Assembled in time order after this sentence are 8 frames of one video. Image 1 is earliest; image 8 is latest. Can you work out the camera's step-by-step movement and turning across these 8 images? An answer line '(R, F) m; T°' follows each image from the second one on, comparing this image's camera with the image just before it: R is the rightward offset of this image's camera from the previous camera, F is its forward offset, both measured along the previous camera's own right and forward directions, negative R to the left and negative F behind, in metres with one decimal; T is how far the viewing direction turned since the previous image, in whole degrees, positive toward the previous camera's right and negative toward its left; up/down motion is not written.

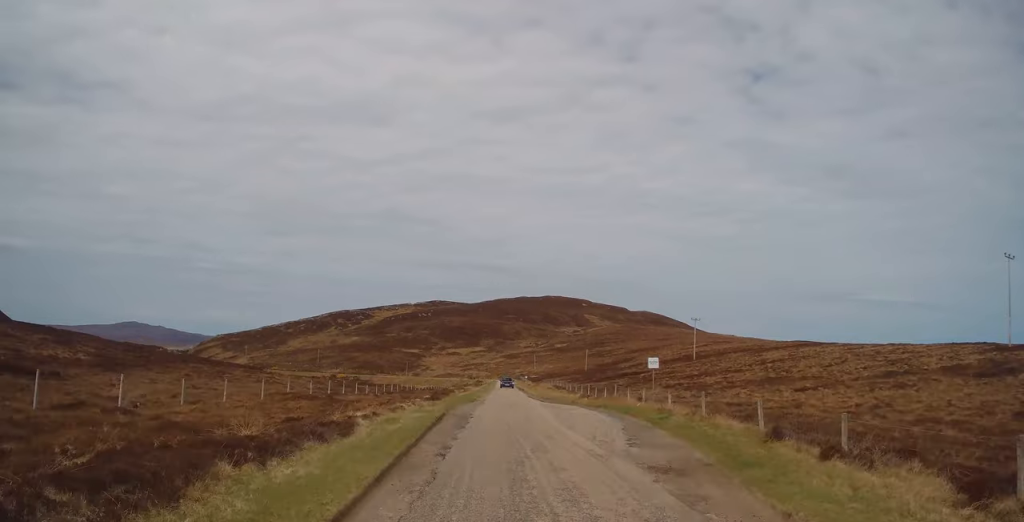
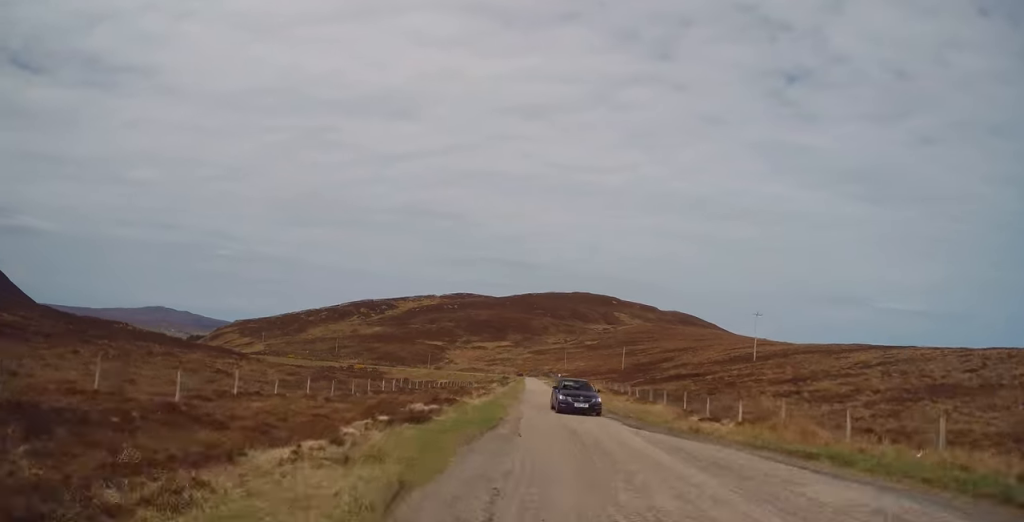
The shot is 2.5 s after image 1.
(0.0, +14.8) m; +1°
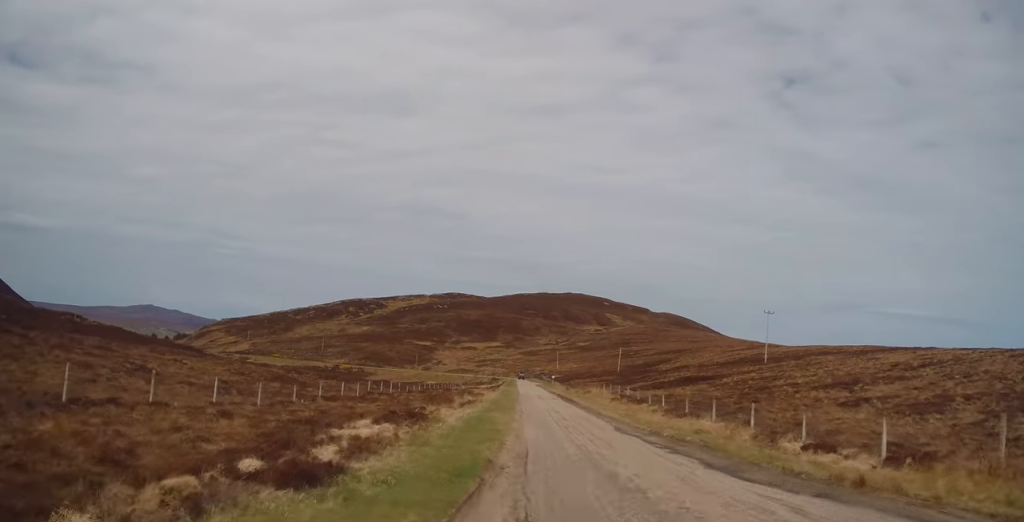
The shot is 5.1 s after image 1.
(-0.2, +11.7) m; +2°
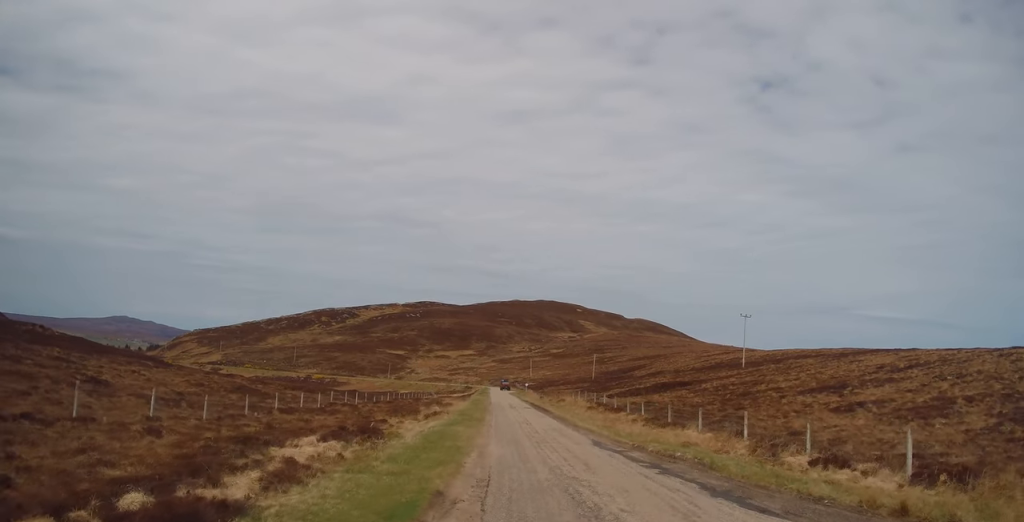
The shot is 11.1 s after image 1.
(+1.2, +27.9) m; +1°
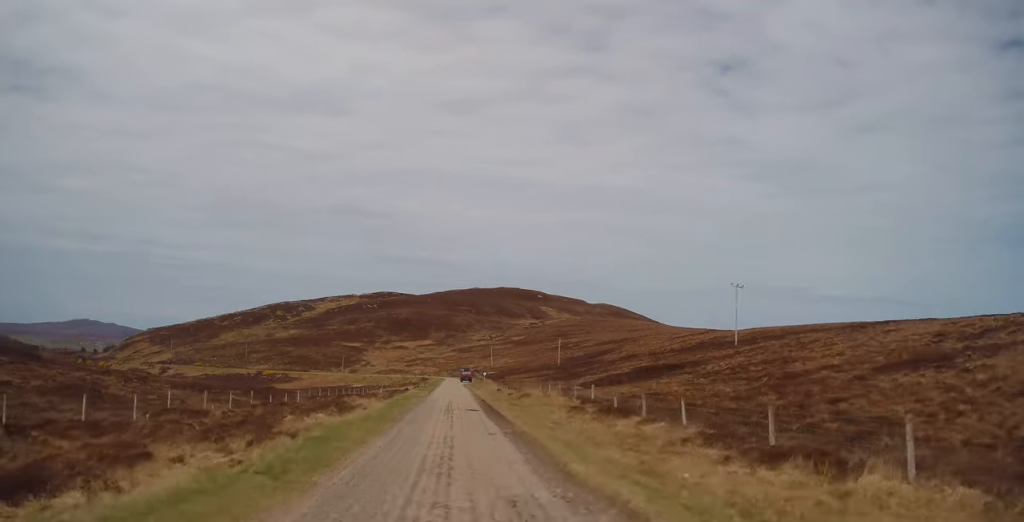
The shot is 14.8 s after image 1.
(-0.8, +25.5) m; -3°
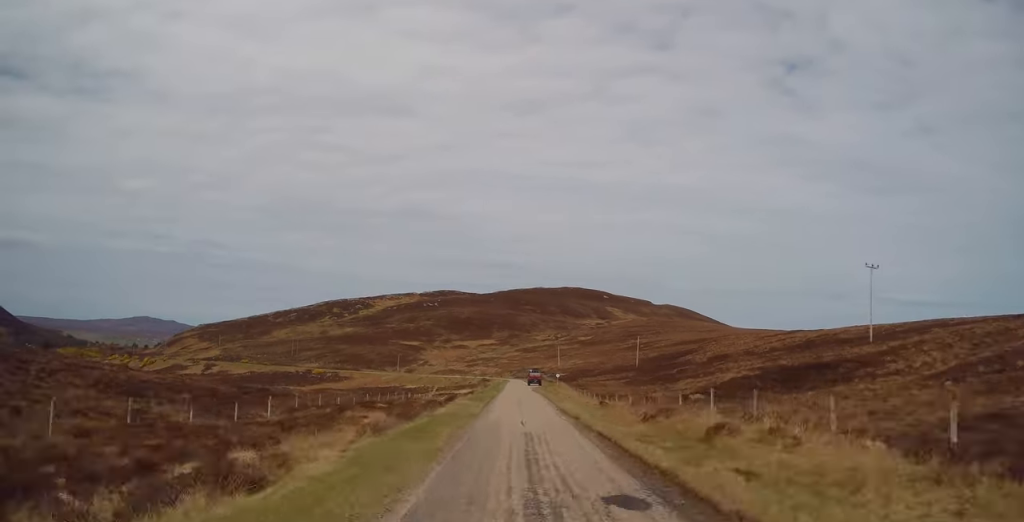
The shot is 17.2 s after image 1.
(-0.2, +21.4) m; -1°
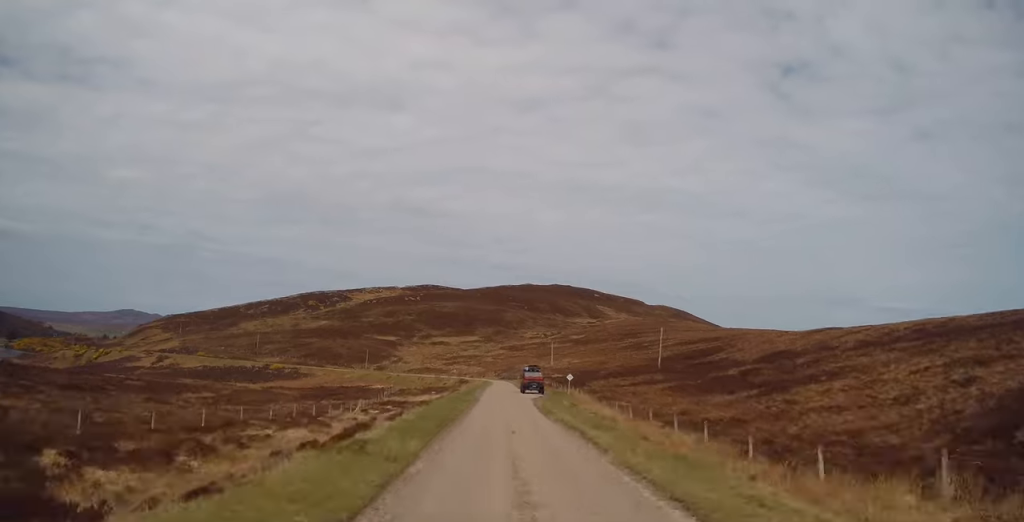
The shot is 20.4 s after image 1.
(-0.1, +35.9) m; +1°
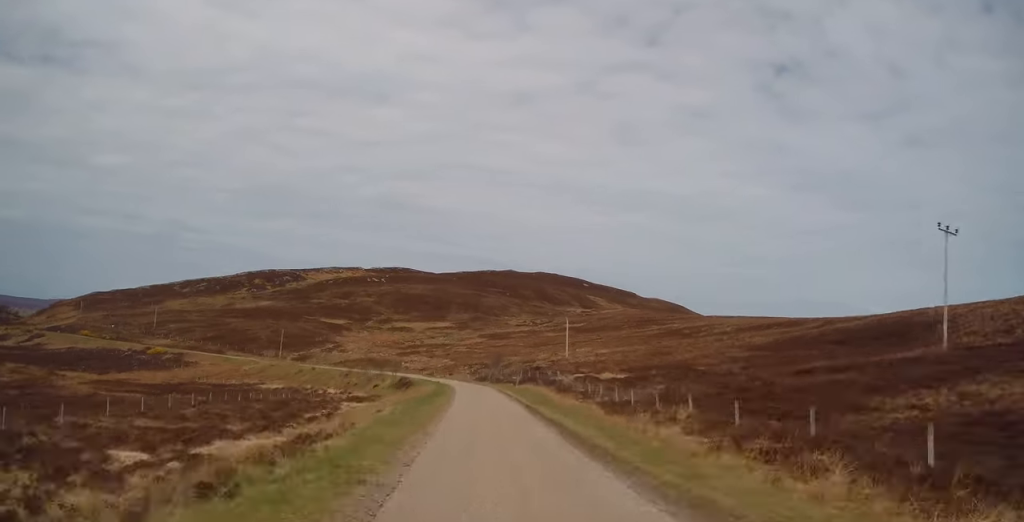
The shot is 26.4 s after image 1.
(+0.3, +79.1) m; -3°
